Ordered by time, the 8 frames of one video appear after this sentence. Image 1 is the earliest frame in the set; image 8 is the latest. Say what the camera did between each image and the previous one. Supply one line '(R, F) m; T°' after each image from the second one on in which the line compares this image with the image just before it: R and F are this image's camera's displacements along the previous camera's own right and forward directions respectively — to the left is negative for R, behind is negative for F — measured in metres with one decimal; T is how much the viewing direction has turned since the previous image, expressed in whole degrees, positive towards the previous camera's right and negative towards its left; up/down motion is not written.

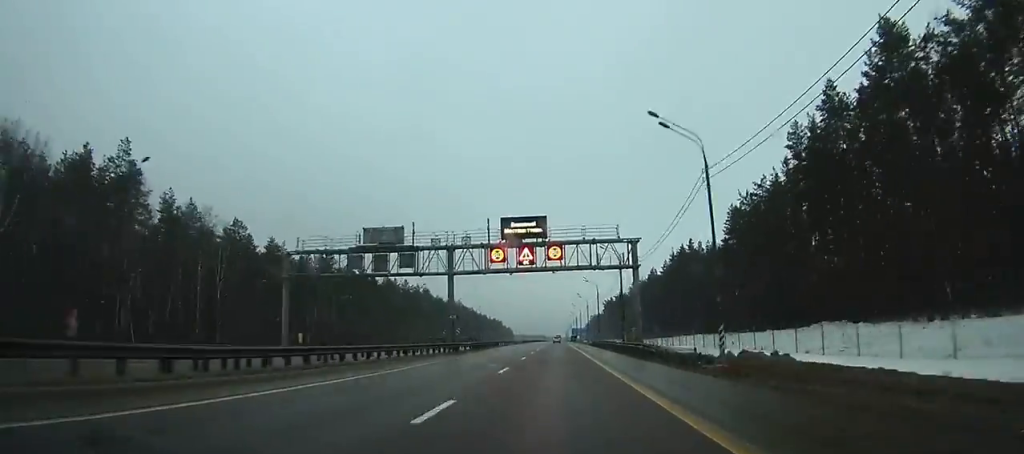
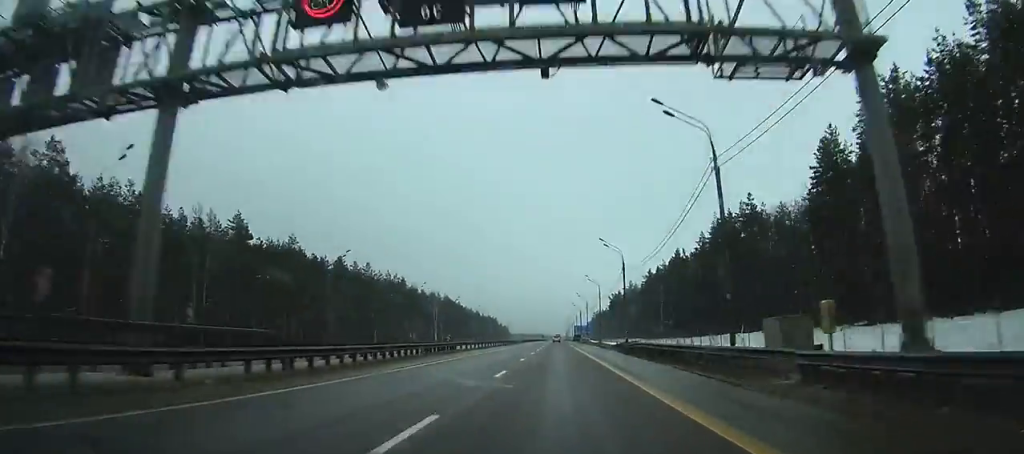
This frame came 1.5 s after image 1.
(0.0, +37.7) m; 0°
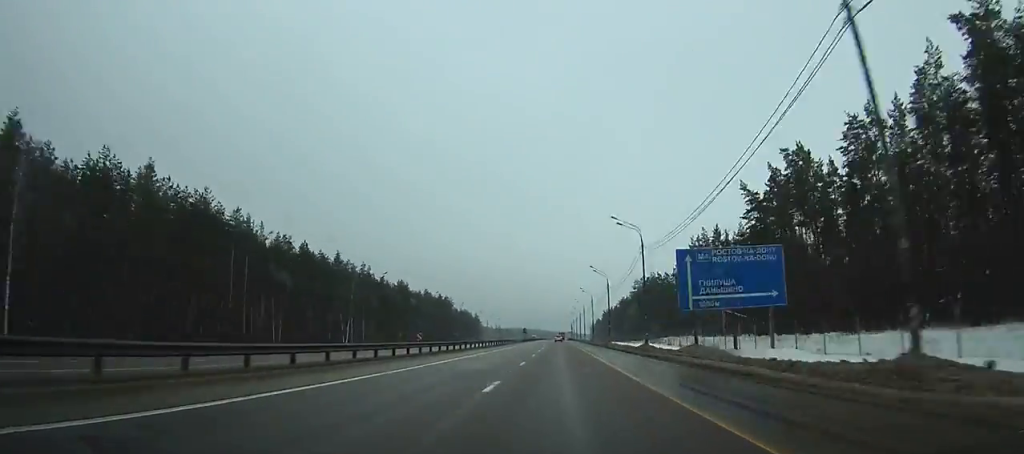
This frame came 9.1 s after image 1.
(+0.6, +194.0) m; 0°
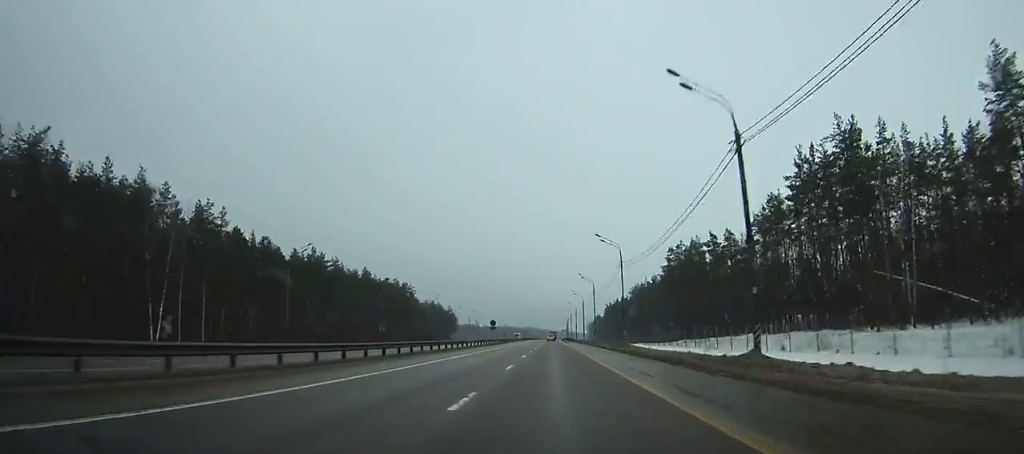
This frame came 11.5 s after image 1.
(0.0, +61.8) m; 0°
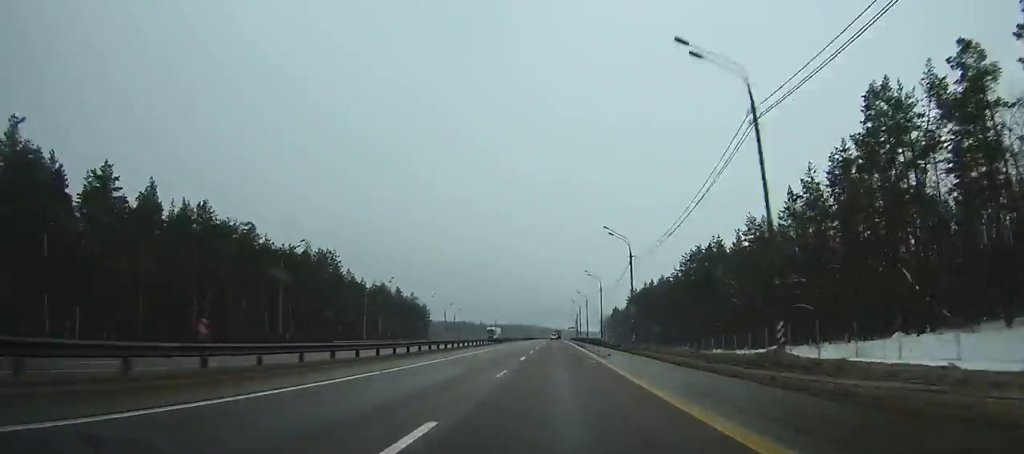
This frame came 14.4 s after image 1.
(-0.1, +74.5) m; 0°
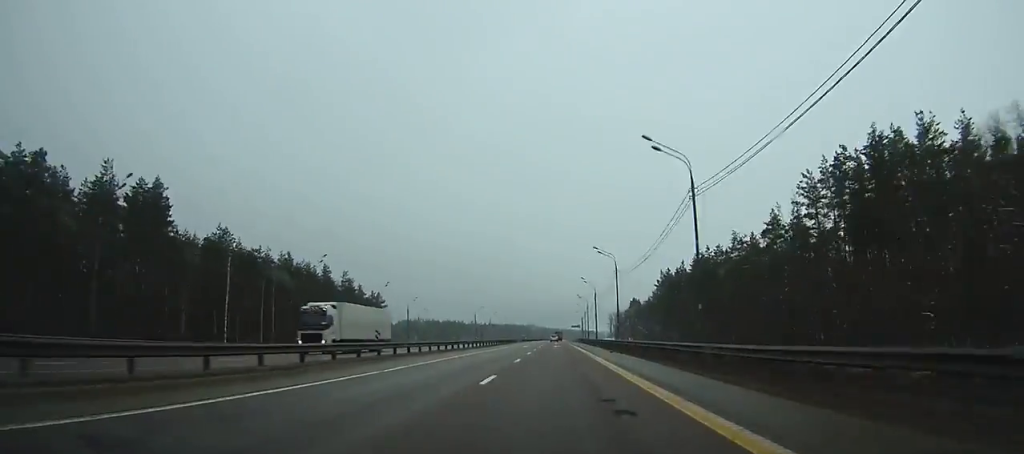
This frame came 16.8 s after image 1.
(-0.2, +61.2) m; 0°
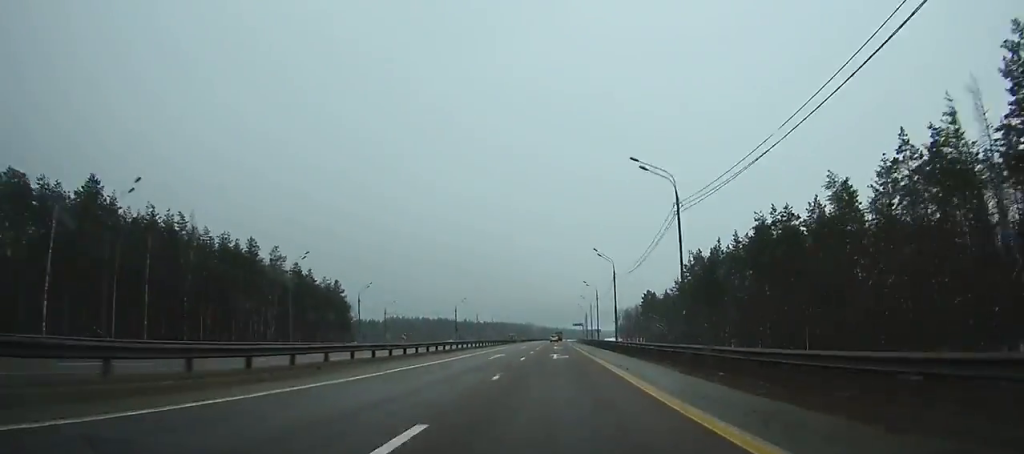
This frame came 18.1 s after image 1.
(-0.1, +33.0) m; 0°
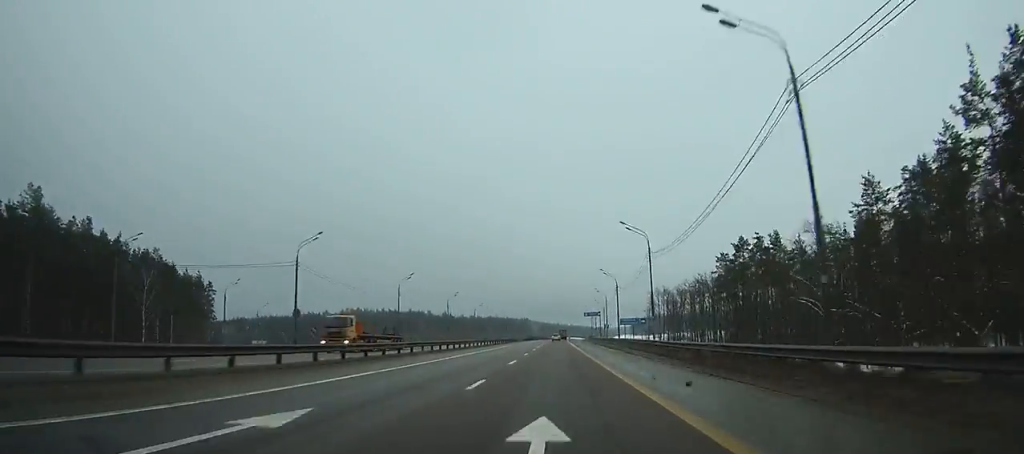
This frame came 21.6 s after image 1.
(+0.2, +88.3) m; 0°
